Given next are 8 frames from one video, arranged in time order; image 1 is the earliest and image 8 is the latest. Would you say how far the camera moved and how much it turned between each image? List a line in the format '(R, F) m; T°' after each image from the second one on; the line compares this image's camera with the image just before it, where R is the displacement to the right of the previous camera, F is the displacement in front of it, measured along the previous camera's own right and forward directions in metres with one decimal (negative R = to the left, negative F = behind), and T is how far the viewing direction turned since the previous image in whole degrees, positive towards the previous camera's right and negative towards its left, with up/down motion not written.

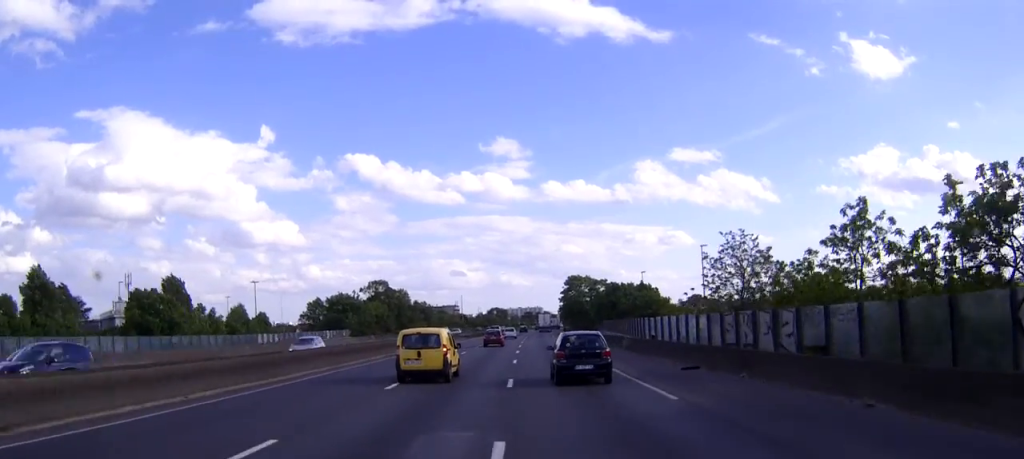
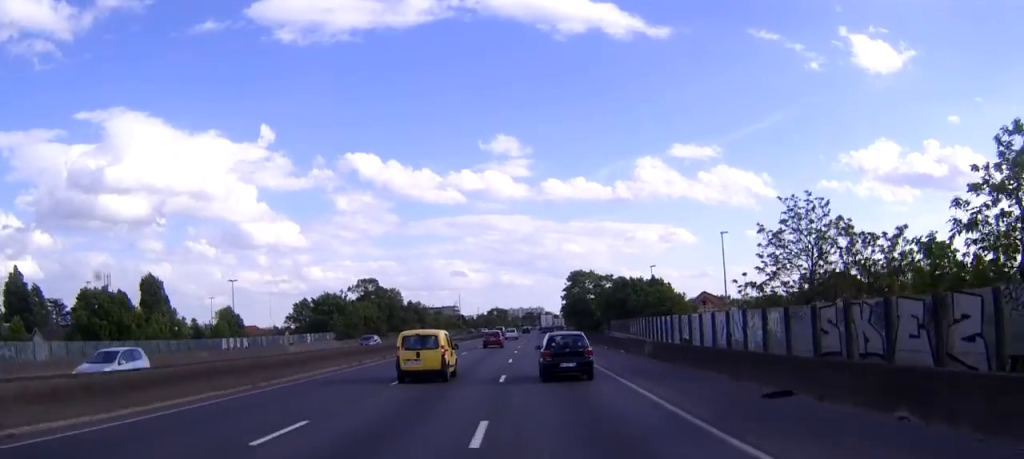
(0.0, +9.9) m; 0°
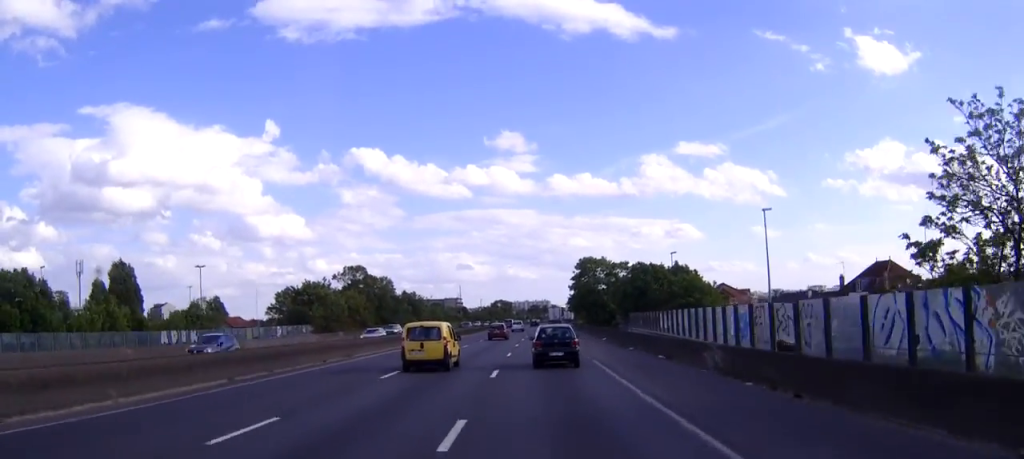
(0.0, +13.4) m; 0°
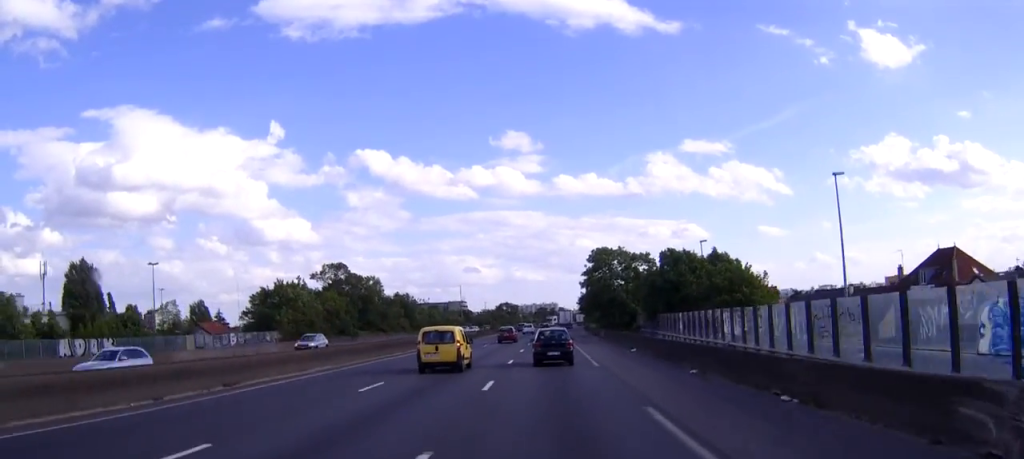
(0.0, +15.5) m; 0°
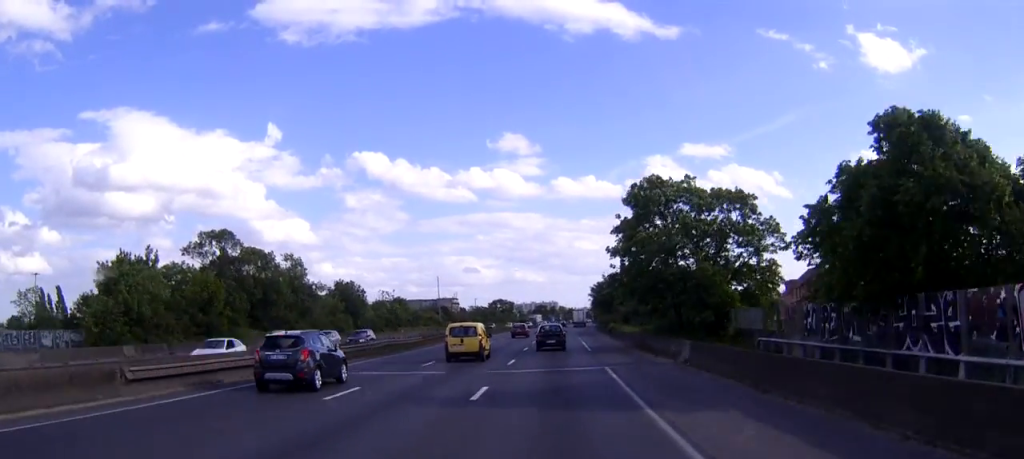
(-0.1, +41.5) m; 0°
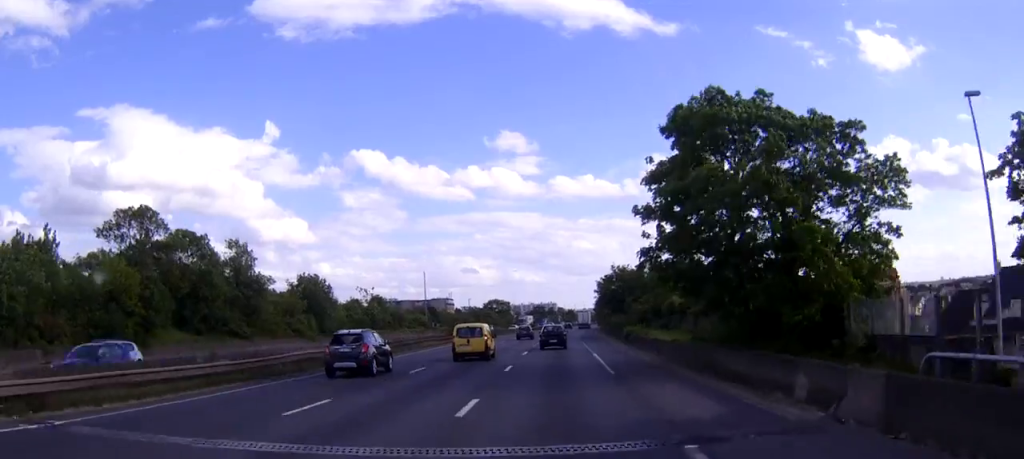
(0.0, +15.6) m; 0°
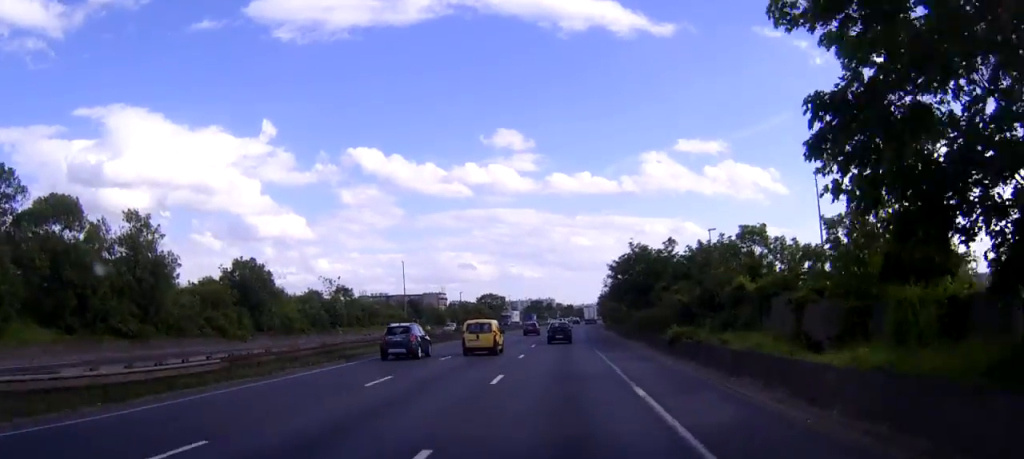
(0.0, +19.3) m; 0°
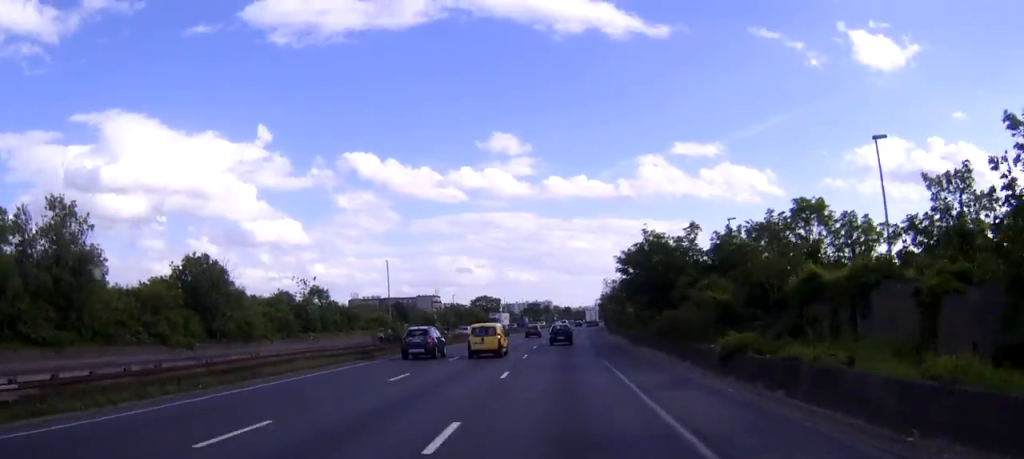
(0.0, +10.0) m; 0°
